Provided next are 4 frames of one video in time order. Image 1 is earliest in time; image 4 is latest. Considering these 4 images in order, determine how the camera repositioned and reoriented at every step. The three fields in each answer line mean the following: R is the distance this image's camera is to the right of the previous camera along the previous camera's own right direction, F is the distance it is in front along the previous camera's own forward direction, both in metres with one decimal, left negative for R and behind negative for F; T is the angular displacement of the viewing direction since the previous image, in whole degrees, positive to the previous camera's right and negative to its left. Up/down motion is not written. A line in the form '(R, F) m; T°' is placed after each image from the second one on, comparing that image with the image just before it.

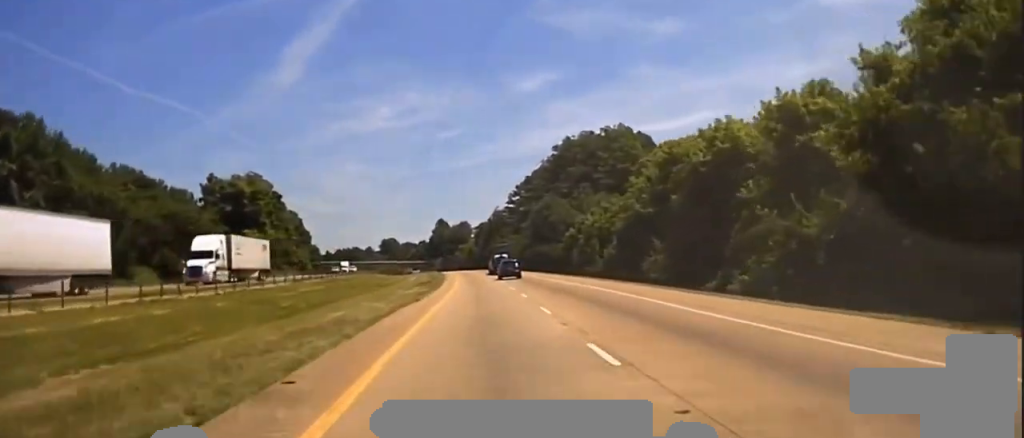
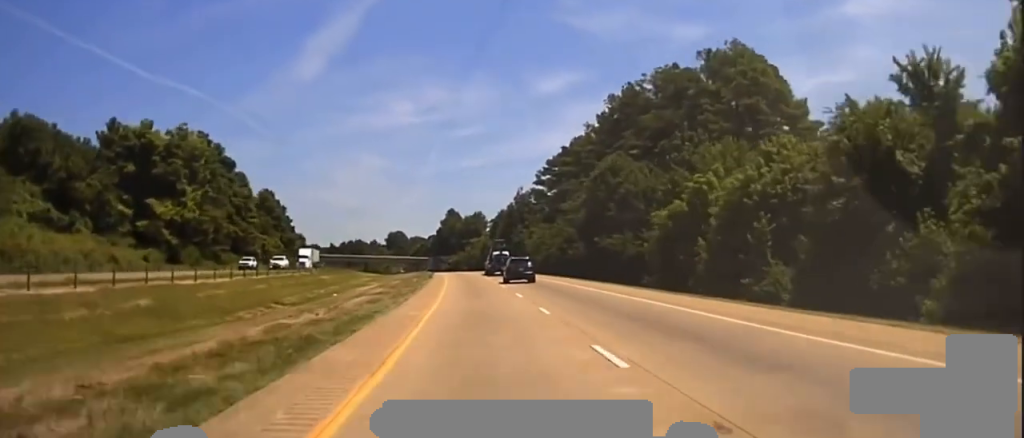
(0.0, +71.6) m; 0°
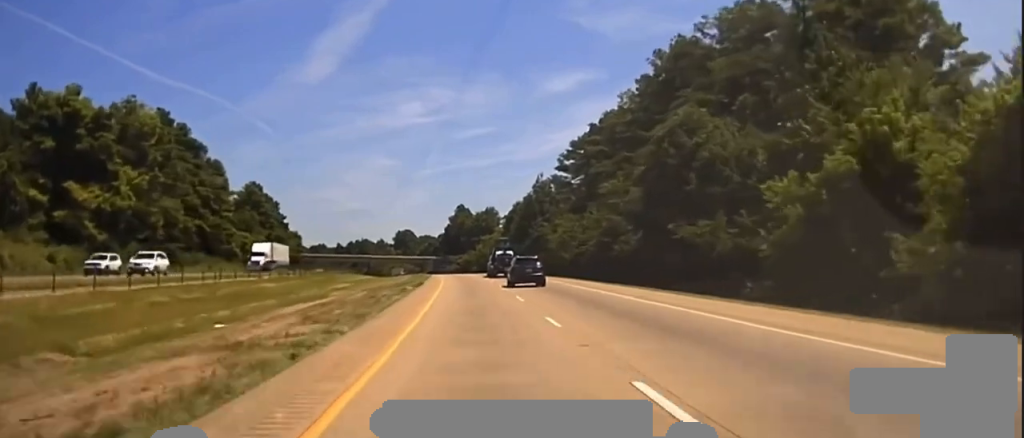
(+0.1, +31.3) m; -1°
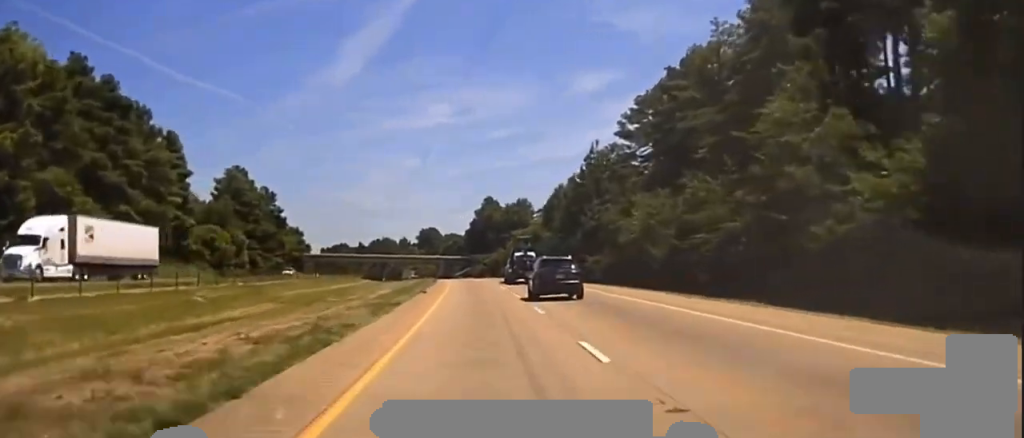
(-0.9, +43.5) m; -2°
